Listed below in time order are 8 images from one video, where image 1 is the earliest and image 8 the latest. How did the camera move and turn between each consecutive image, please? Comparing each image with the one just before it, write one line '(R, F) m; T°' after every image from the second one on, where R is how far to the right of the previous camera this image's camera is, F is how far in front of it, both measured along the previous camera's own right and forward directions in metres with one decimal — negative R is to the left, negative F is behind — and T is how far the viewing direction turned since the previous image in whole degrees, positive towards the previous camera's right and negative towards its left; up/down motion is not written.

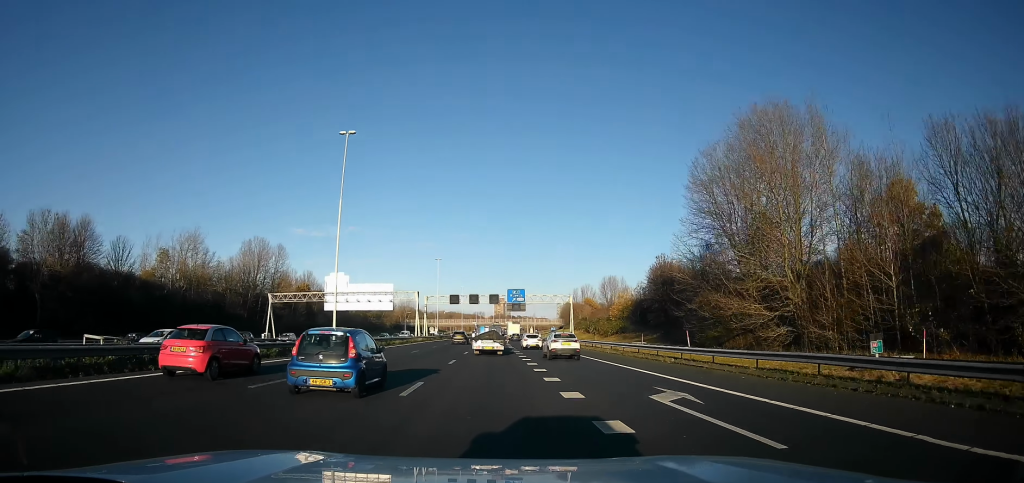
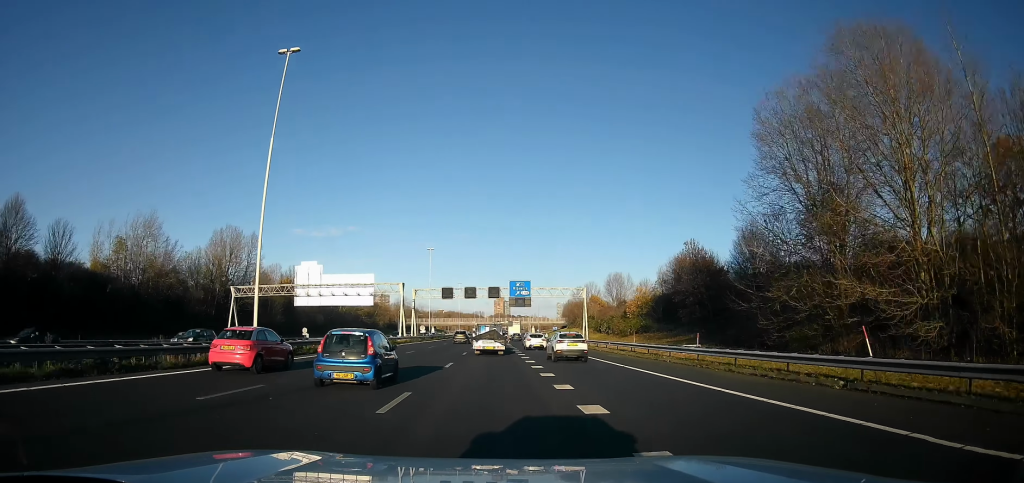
(+0.2, +14.1) m; +1°
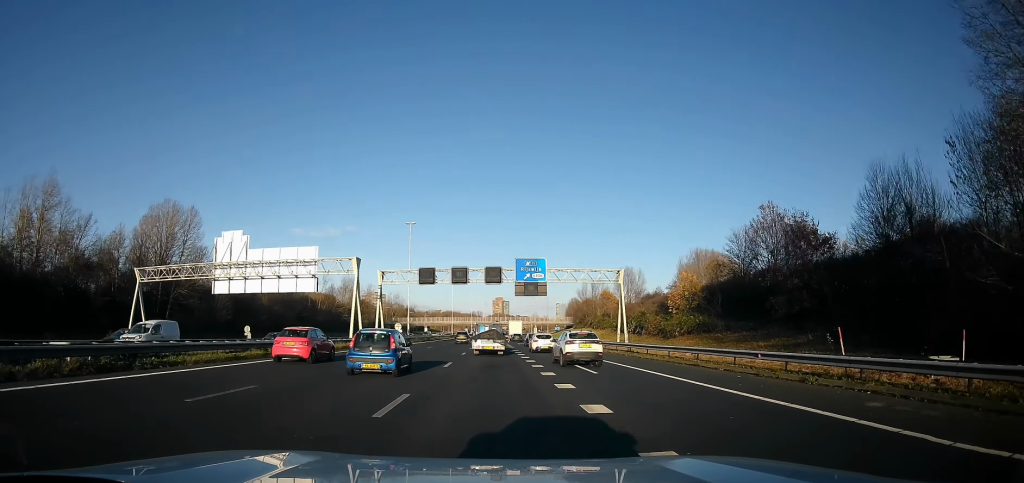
(+0.7, +23.9) m; 0°
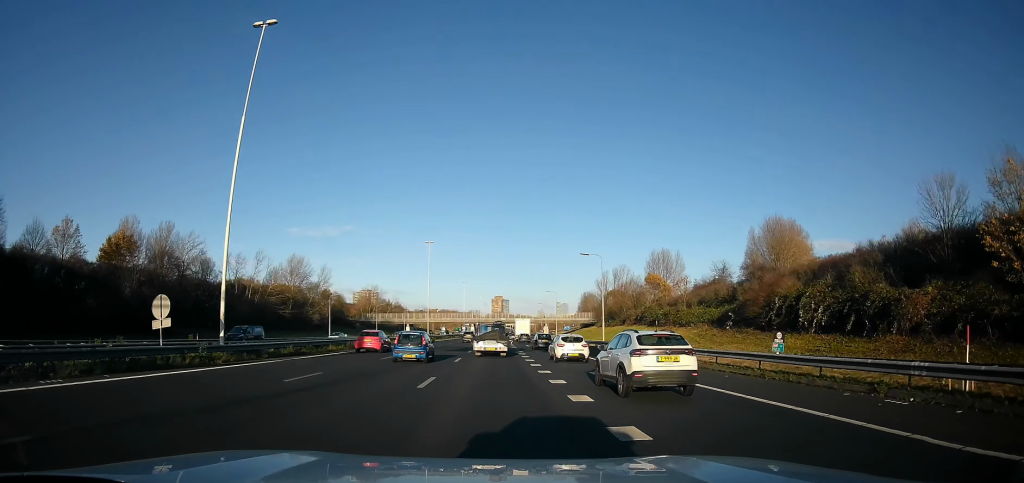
(-0.9, +54.0) m; 0°
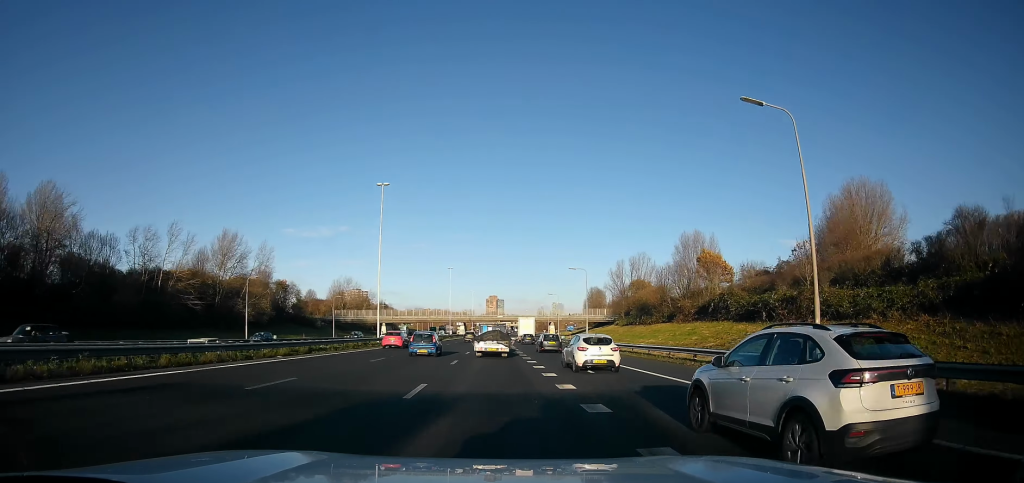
(+0.3, +37.2) m; +2°
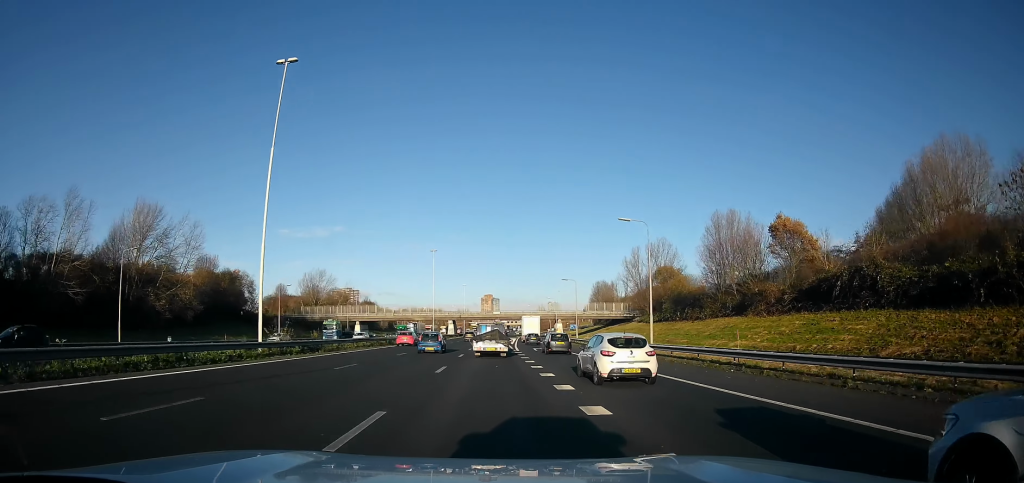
(+0.6, +28.1) m; 0°
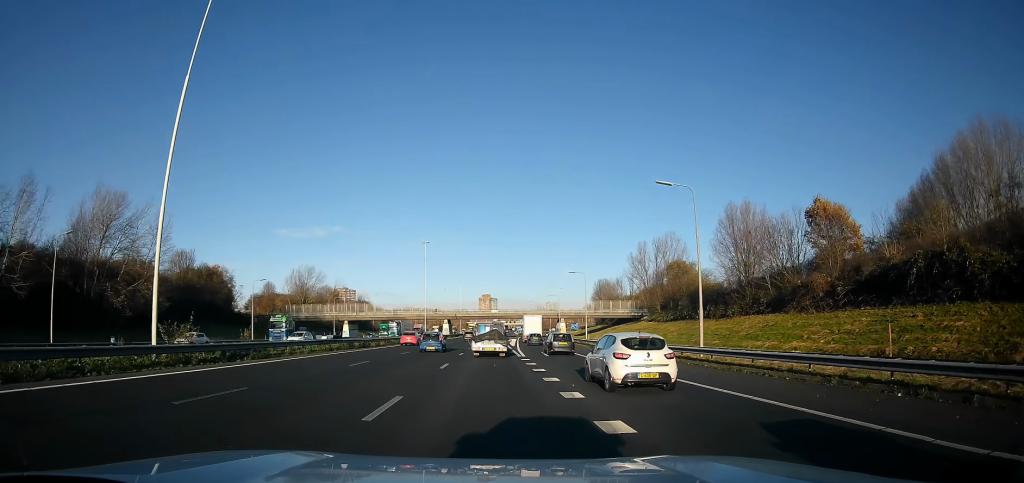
(-0.3, +9.6) m; 0°
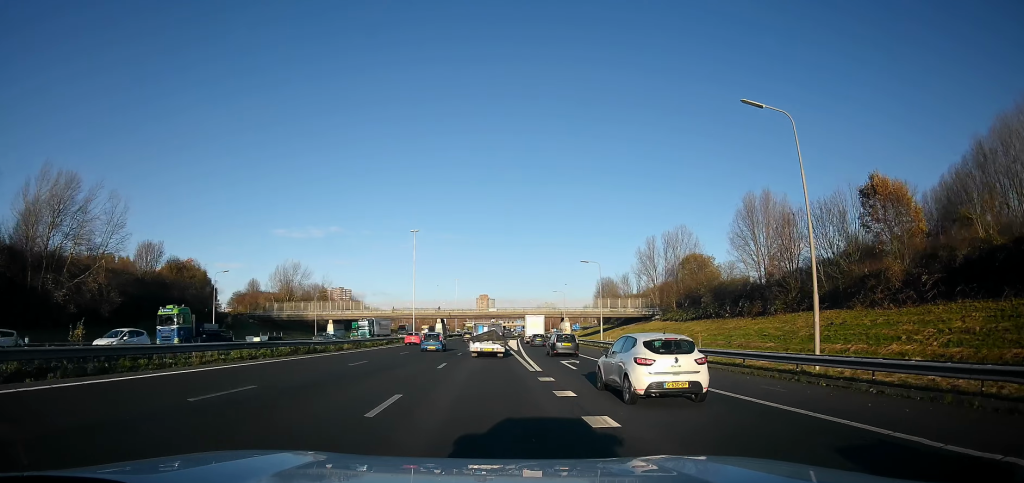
(-0.2, +11.2) m; 0°
